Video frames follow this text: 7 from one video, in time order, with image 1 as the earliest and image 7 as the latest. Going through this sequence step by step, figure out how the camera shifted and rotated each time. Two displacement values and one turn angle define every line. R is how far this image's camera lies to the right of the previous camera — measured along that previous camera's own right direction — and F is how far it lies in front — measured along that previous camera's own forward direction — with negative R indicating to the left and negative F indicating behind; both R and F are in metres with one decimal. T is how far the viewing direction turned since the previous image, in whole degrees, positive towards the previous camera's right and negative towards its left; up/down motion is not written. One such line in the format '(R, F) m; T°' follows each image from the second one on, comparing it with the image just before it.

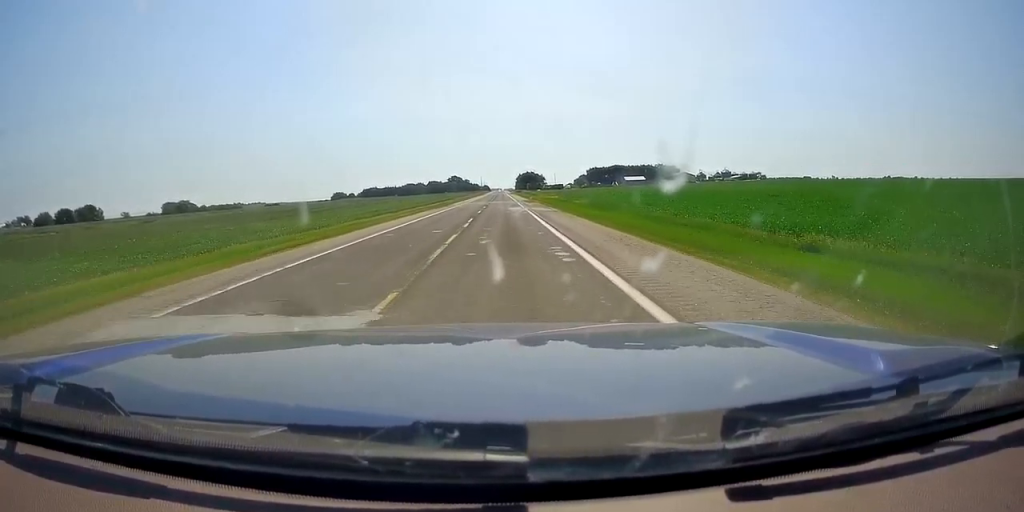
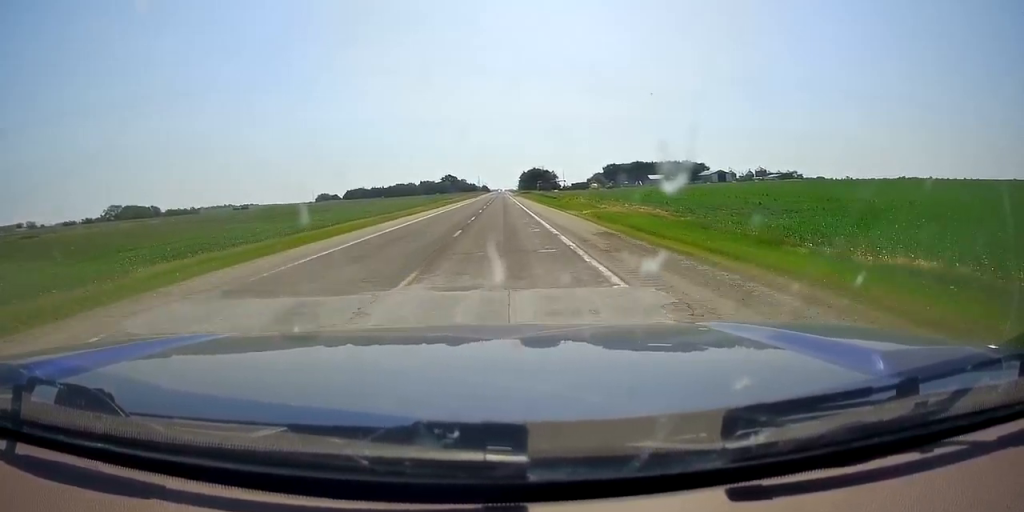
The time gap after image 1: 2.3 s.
(+0.1, +70.9) m; +1°
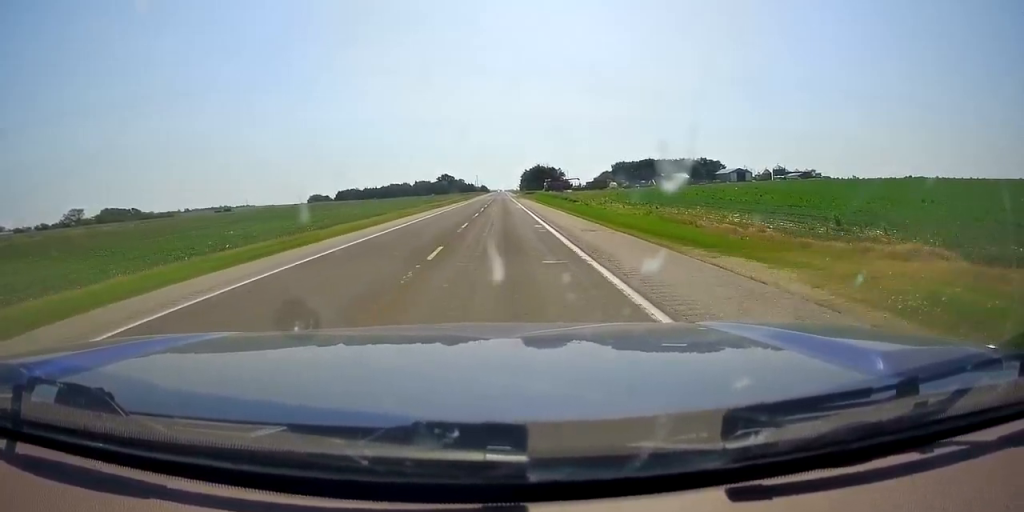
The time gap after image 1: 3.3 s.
(+0.5, +31.3) m; 0°
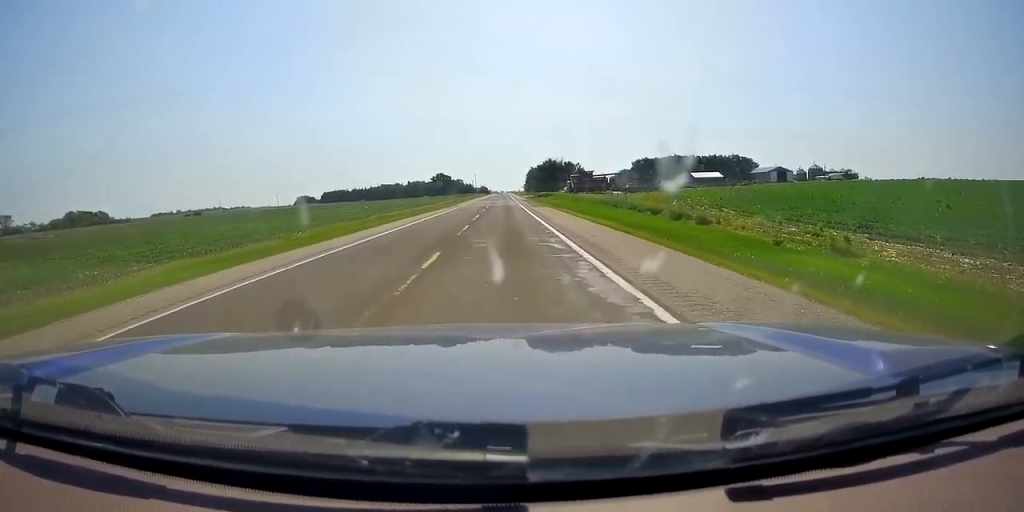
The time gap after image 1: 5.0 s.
(-0.8, +50.3) m; -1°
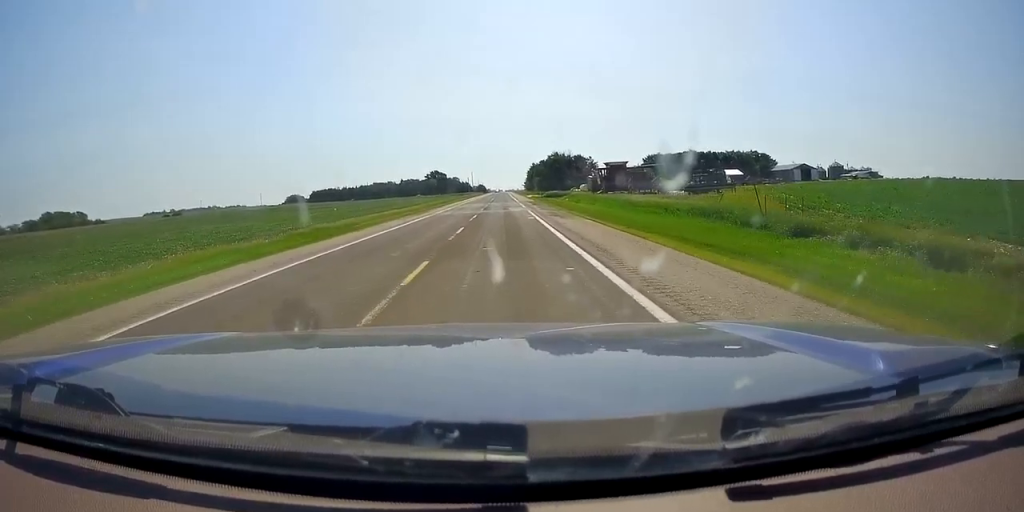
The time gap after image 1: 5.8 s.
(0.0, +26.7) m; 0°
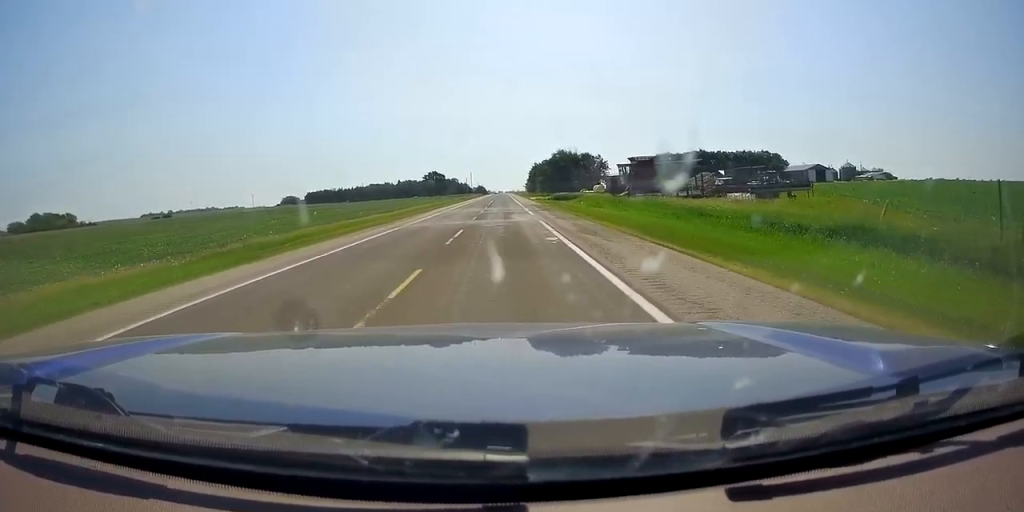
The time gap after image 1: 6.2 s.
(0.0, +13.3) m; 0°
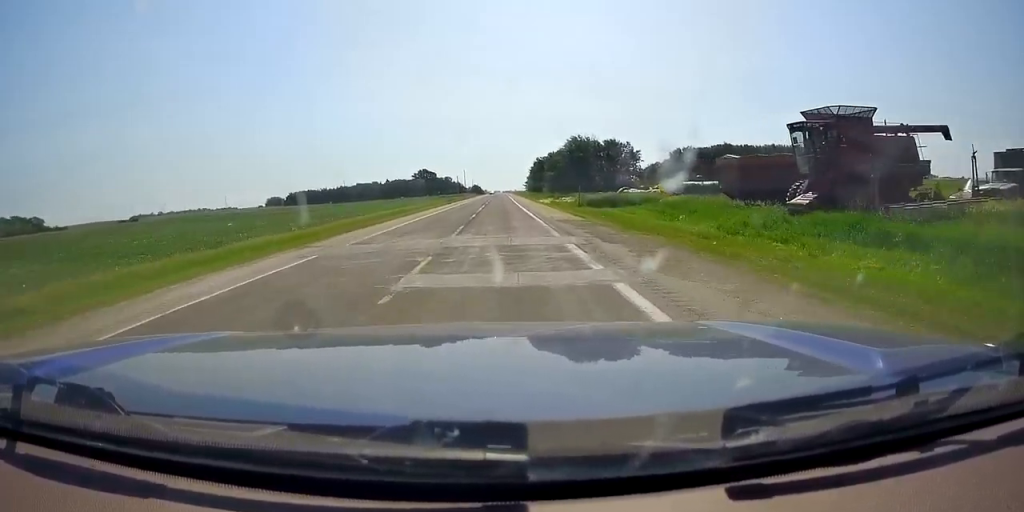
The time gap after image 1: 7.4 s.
(0.0, +34.3) m; 0°
